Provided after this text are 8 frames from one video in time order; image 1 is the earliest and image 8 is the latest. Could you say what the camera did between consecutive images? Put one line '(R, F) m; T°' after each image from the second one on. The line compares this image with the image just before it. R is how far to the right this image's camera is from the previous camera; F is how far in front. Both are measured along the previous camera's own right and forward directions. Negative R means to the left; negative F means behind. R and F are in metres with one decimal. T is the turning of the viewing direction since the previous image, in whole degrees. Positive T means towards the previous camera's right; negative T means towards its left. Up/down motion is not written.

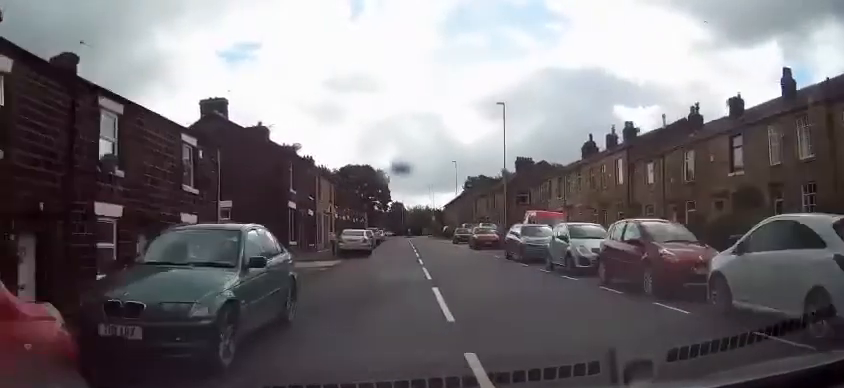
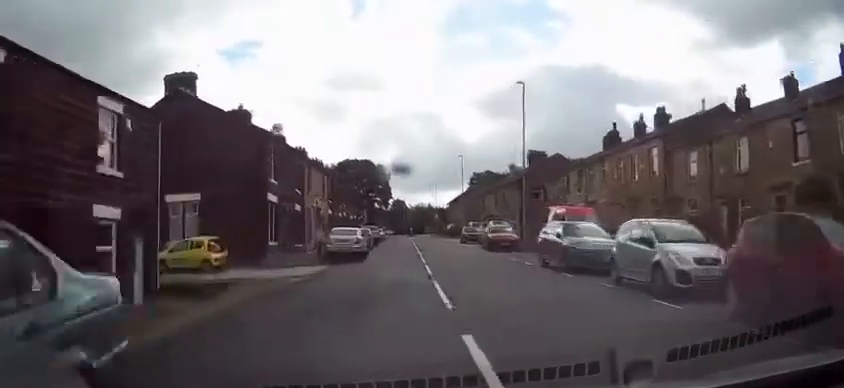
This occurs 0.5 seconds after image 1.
(0.0, +5.7) m; 0°
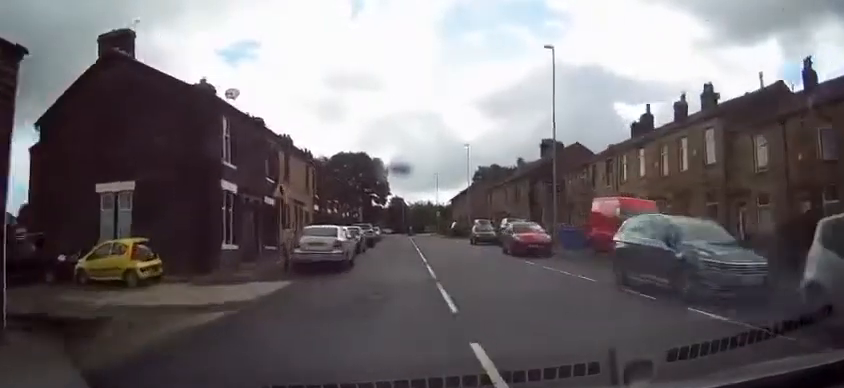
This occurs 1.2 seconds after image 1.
(-0.1, +7.1) m; -1°
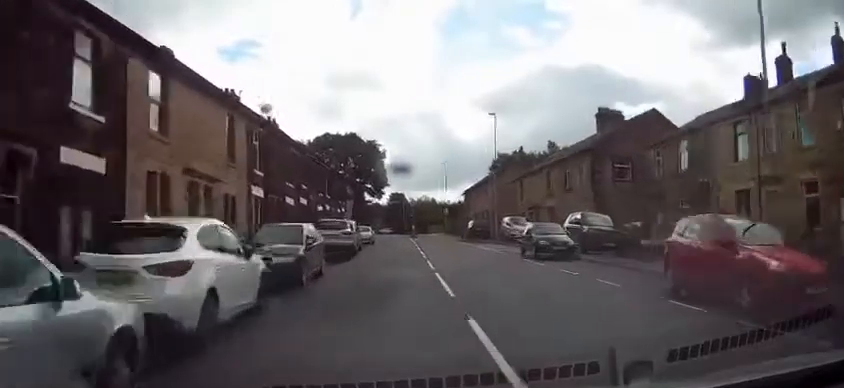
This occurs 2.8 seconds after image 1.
(-0.1, +16.5) m; 0°
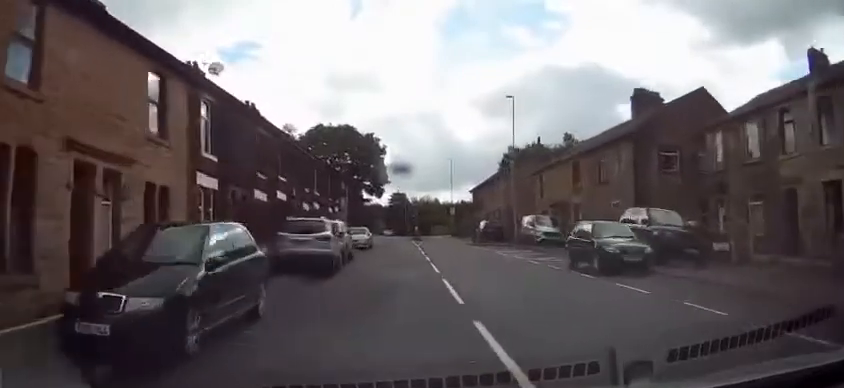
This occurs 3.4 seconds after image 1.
(0.0, +6.4) m; 0°
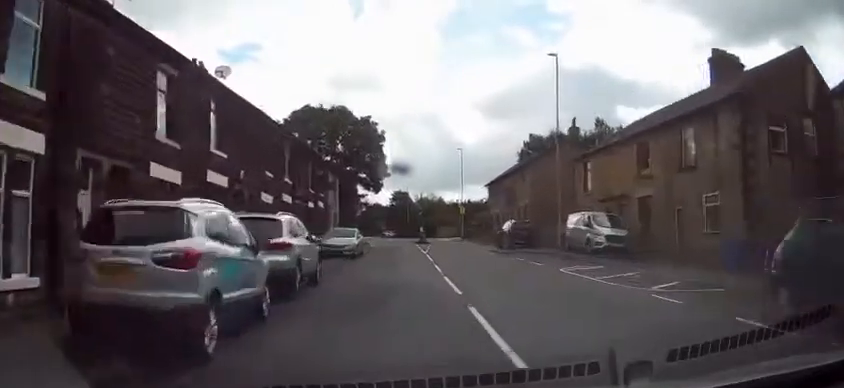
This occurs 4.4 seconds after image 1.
(0.0, +10.0) m; 0°
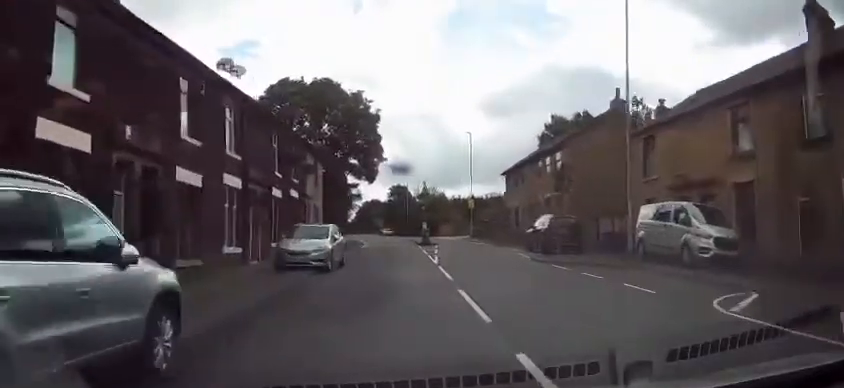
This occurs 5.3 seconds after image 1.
(0.0, +8.8) m; 0°
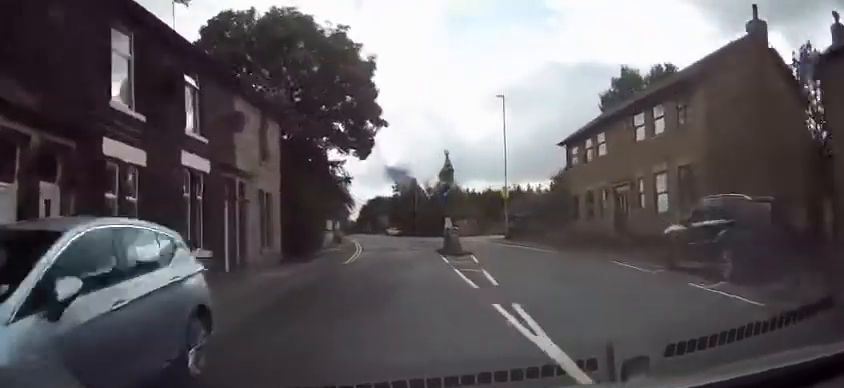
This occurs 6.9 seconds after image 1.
(-0.2, +14.3) m; -3°
